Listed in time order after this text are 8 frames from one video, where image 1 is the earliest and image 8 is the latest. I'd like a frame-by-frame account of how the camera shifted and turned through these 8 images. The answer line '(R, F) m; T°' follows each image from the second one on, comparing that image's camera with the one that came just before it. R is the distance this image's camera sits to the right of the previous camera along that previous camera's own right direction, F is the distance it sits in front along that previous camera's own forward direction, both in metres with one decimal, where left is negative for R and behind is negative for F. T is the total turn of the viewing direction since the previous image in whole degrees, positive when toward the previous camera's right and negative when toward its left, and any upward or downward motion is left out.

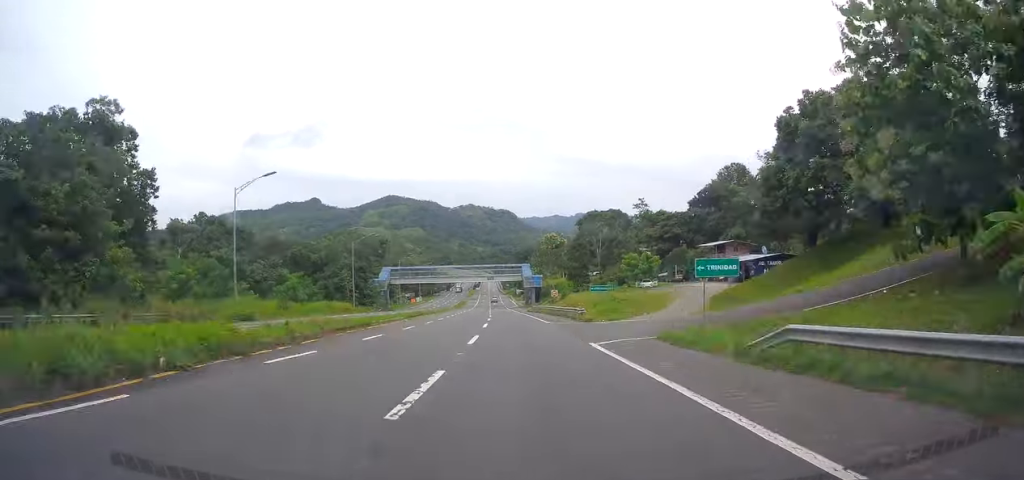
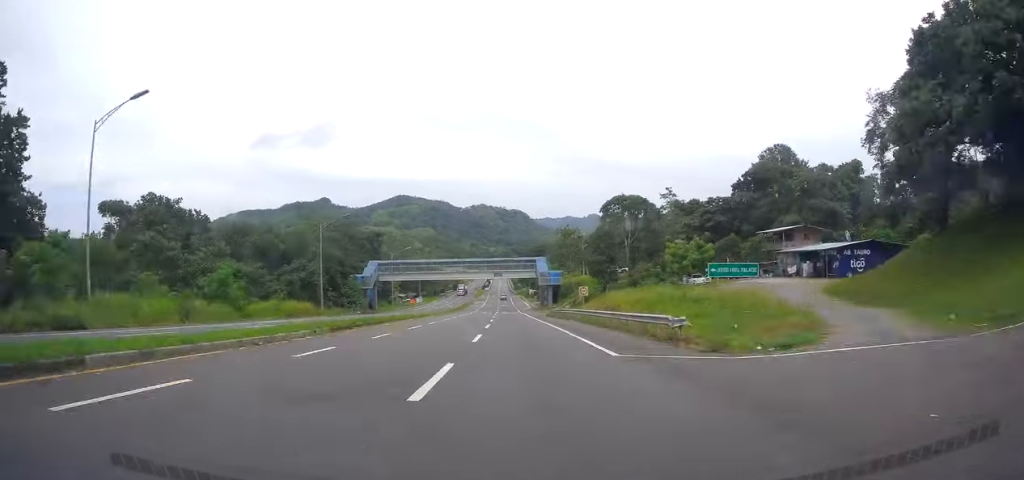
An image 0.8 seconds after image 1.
(-0.2, +23.1) m; -2°
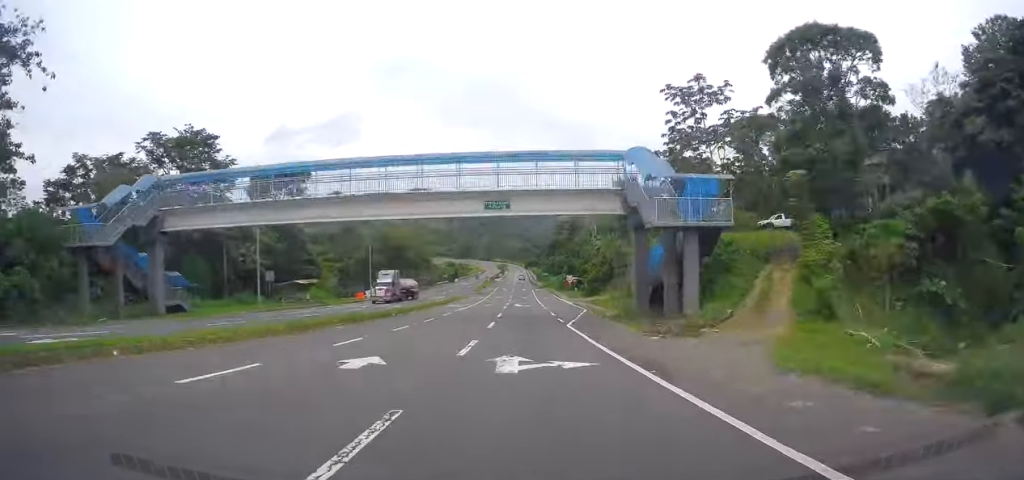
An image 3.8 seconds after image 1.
(-4.0, +79.6) m; -4°
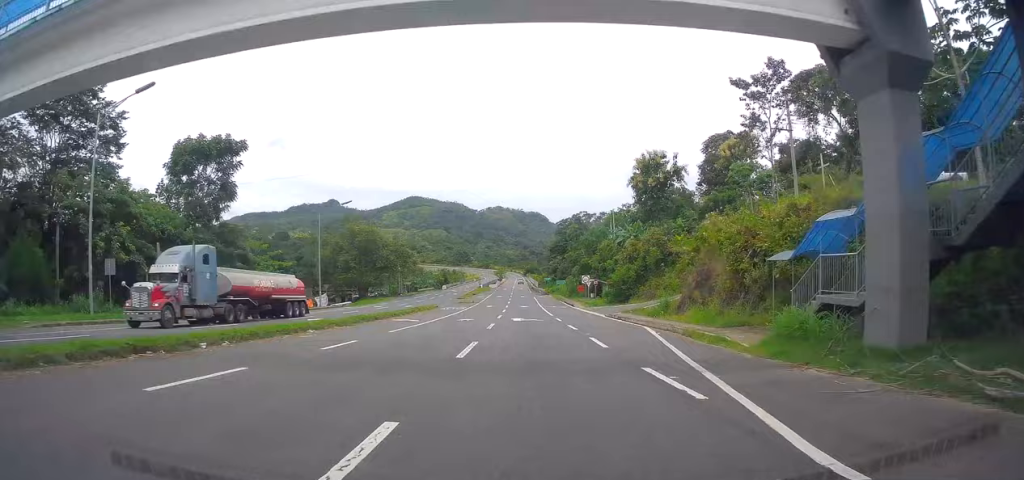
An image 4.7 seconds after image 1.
(0.0, +24.9) m; 0°
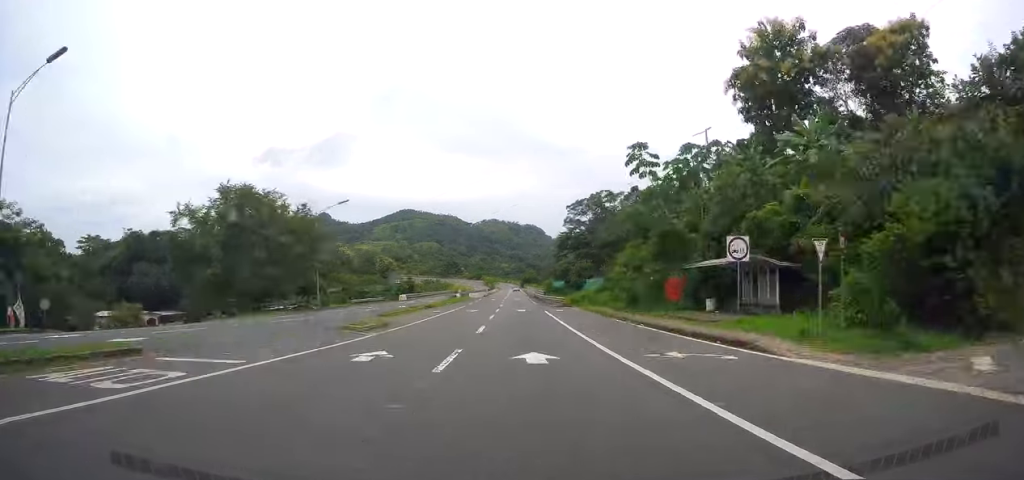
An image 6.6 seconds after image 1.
(0.0, +51.8) m; 0°
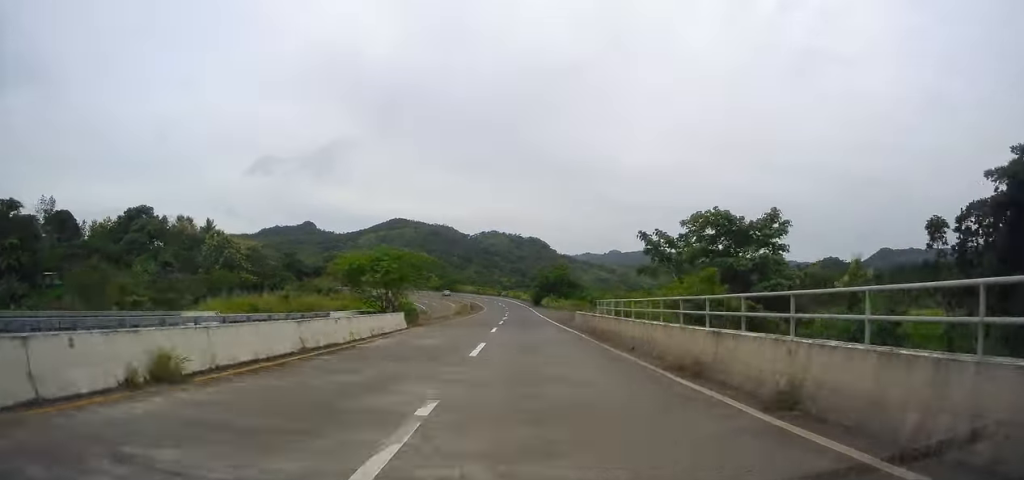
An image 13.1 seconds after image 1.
(-0.1, +174.7) m; +1°
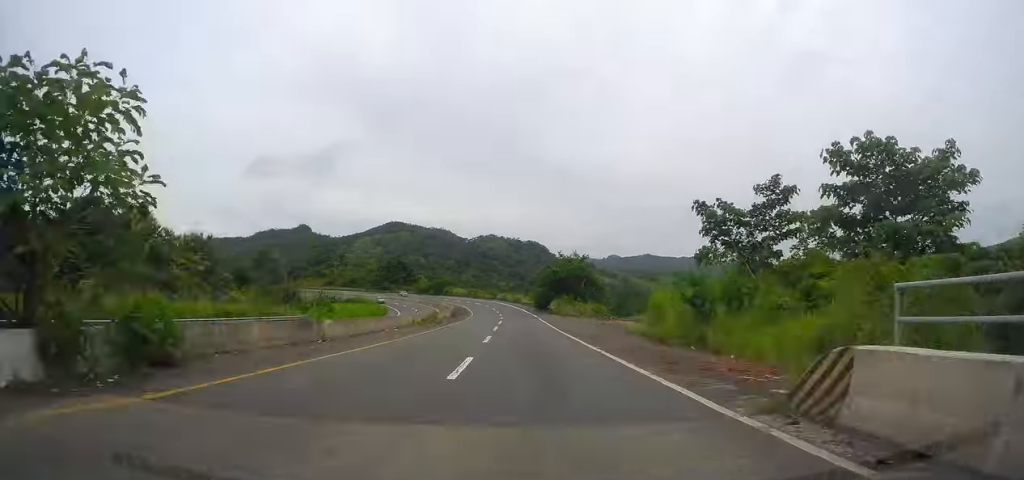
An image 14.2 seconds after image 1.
(+0.3, +28.2) m; 0°
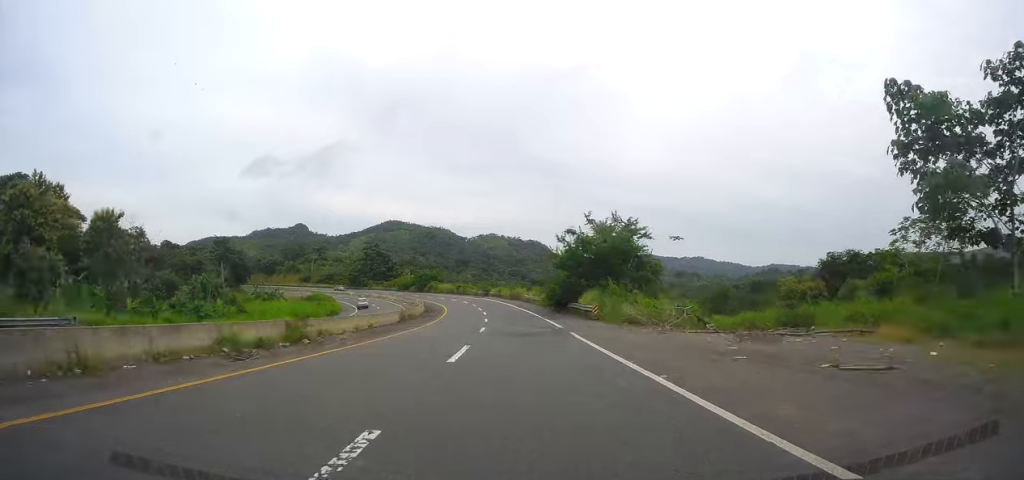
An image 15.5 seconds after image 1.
(+0.2, +34.2) m; 0°
